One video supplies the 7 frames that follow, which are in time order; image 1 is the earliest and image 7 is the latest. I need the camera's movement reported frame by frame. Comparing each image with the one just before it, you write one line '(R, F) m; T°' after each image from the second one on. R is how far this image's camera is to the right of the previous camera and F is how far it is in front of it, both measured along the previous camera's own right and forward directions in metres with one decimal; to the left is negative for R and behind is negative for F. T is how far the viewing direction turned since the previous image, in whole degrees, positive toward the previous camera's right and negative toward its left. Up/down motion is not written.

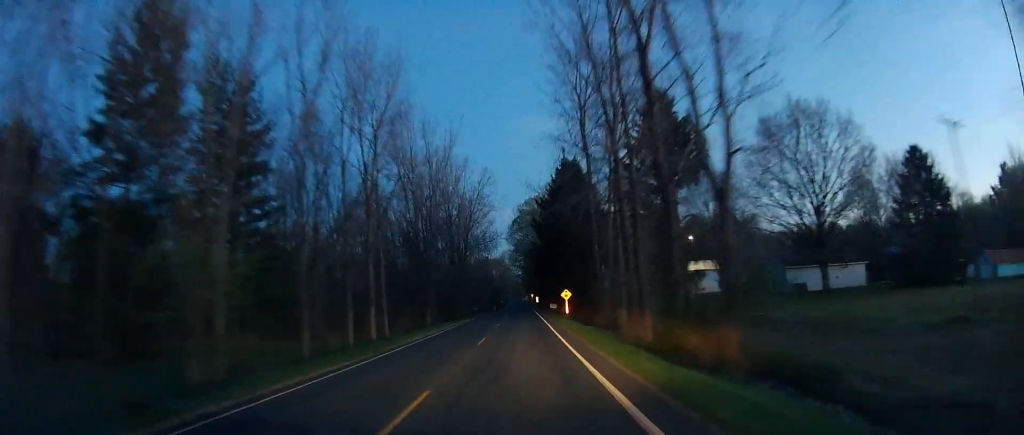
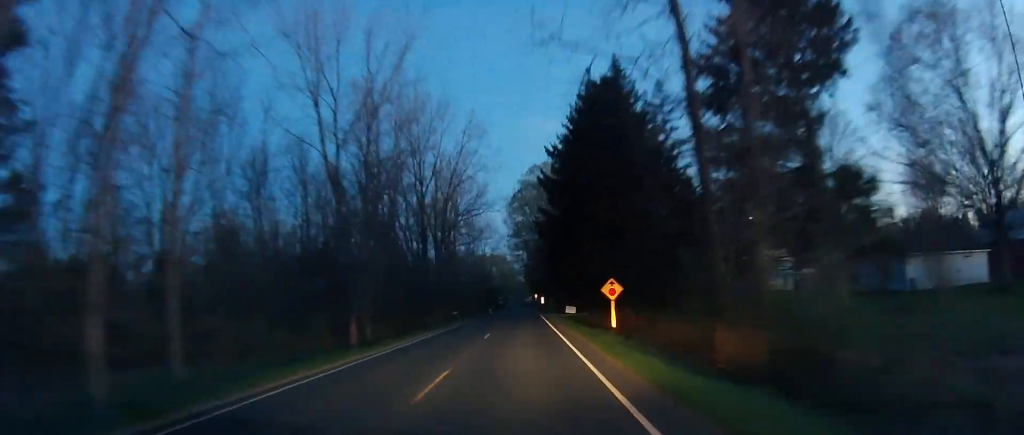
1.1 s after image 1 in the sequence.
(-0.2, +27.7) m; -1°
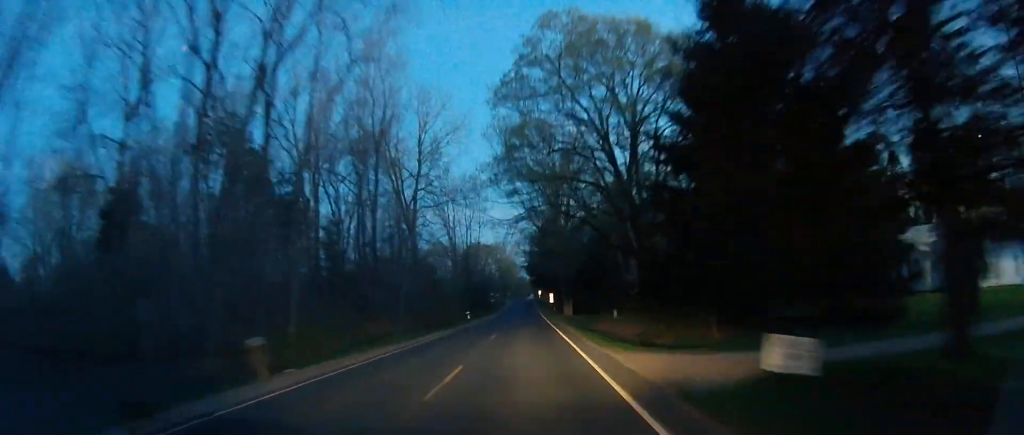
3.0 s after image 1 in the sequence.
(-0.2, +45.5) m; -1°
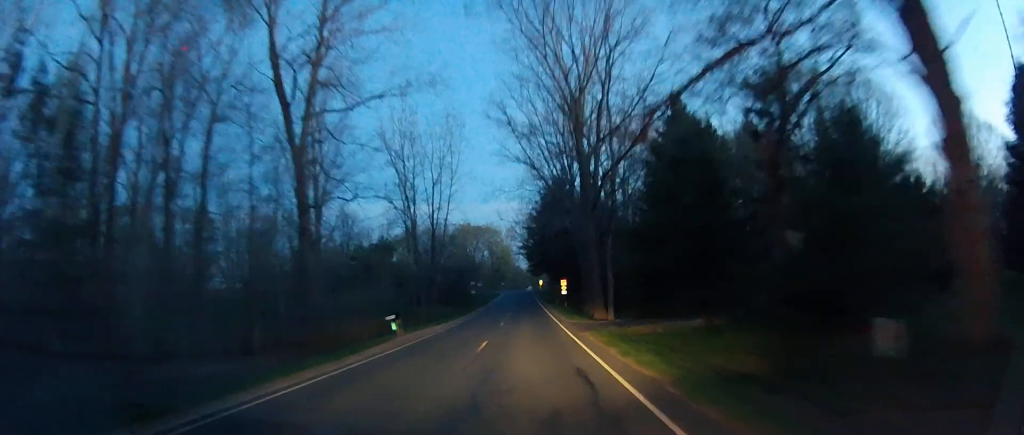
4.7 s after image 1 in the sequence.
(-0.4, +40.0) m; +1°
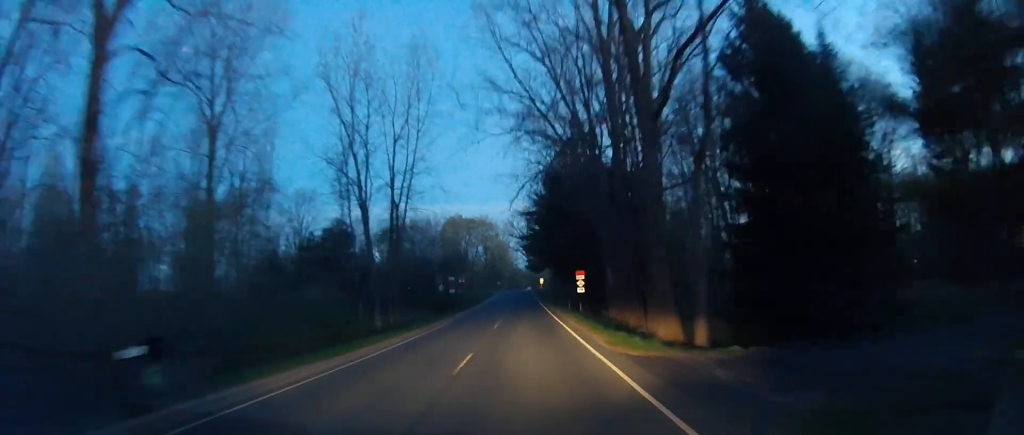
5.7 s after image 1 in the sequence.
(+0.4, +23.1) m; +1°
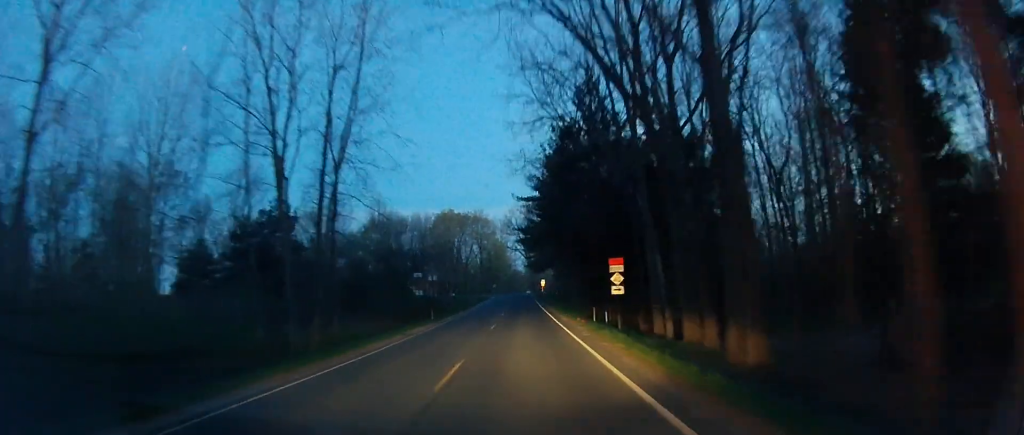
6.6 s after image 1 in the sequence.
(0.0, +19.4) m; -2°
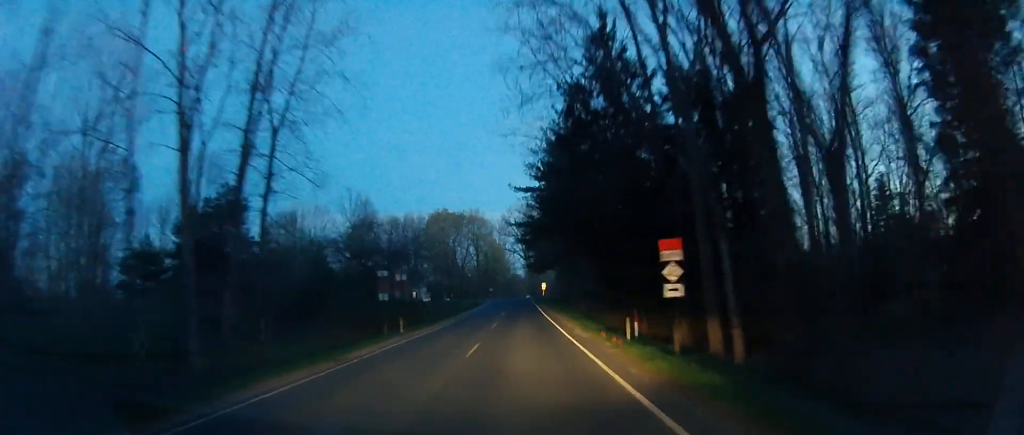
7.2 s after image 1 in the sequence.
(-0.3, +10.9) m; 0°
